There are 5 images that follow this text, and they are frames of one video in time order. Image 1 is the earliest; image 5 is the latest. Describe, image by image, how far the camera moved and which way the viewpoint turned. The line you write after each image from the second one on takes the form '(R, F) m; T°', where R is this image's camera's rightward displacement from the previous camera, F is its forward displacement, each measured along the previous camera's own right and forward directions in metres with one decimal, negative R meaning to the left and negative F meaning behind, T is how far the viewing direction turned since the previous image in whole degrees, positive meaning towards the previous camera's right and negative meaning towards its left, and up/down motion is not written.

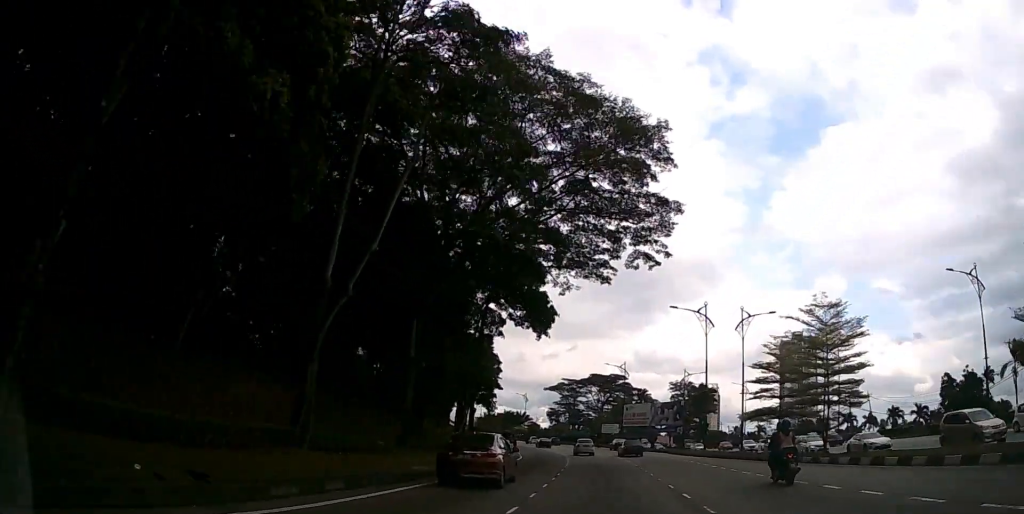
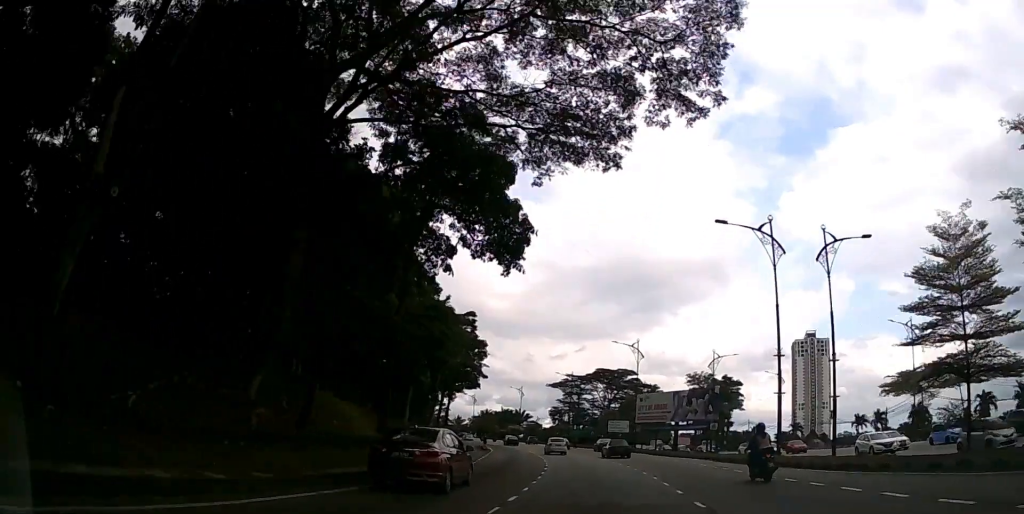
(-0.1, +18.6) m; -1°
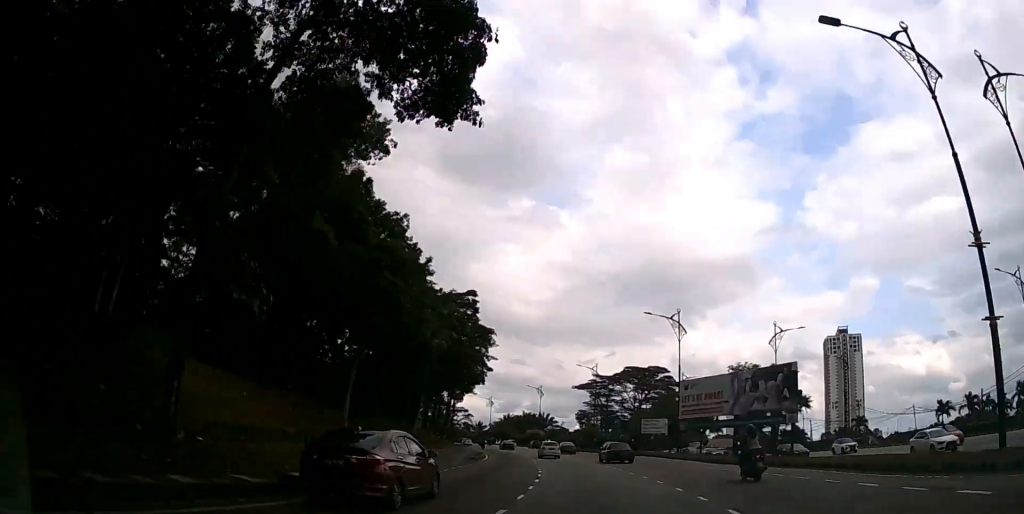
(-0.1, +15.8) m; -2°
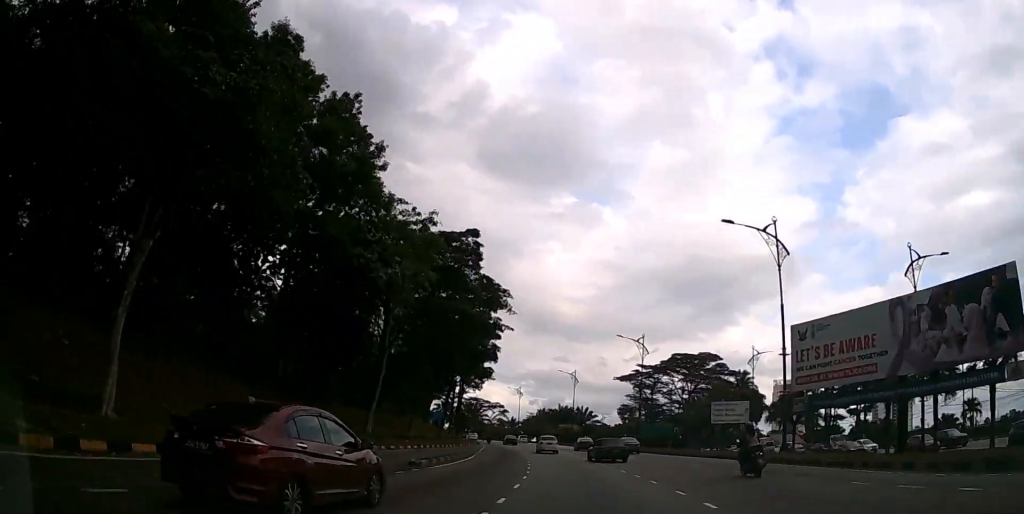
(-0.7, +20.1) m; -5°
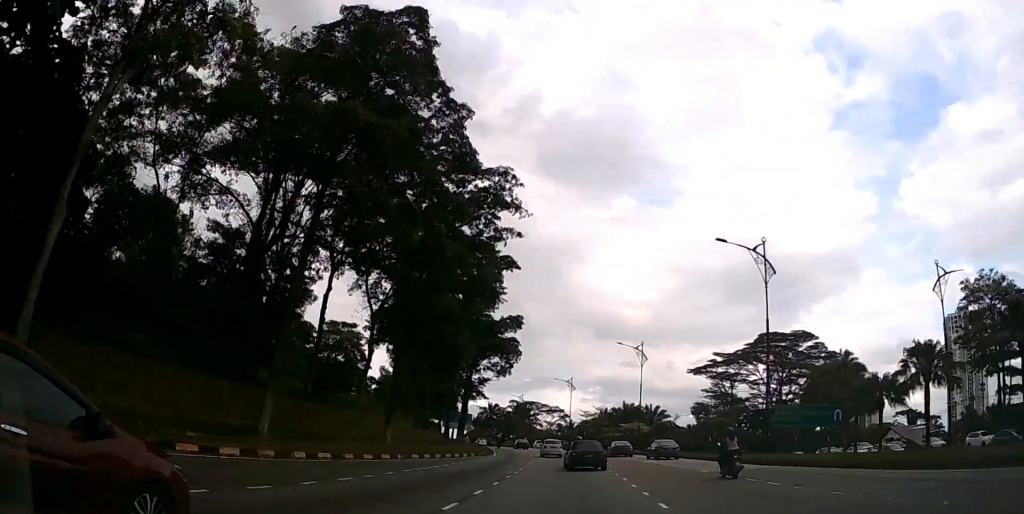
(-2.1, +30.3) m; -8°
